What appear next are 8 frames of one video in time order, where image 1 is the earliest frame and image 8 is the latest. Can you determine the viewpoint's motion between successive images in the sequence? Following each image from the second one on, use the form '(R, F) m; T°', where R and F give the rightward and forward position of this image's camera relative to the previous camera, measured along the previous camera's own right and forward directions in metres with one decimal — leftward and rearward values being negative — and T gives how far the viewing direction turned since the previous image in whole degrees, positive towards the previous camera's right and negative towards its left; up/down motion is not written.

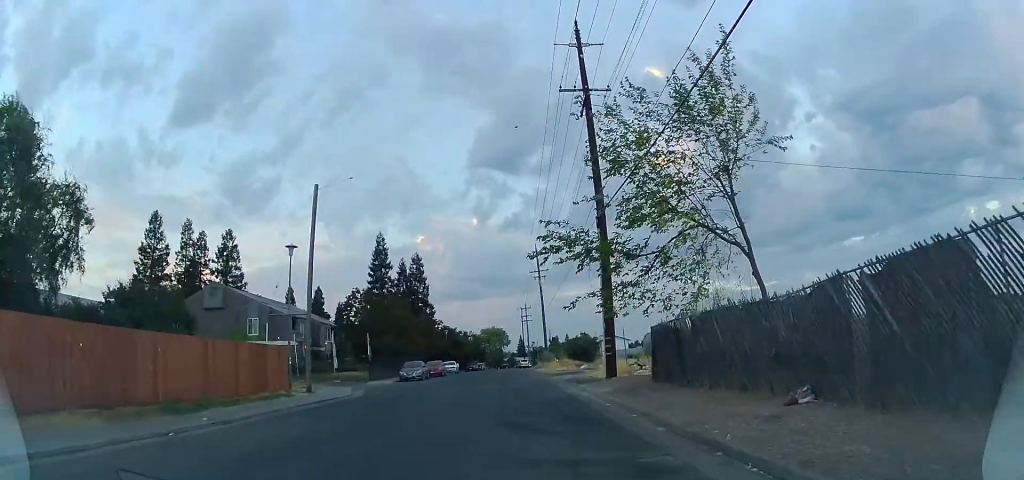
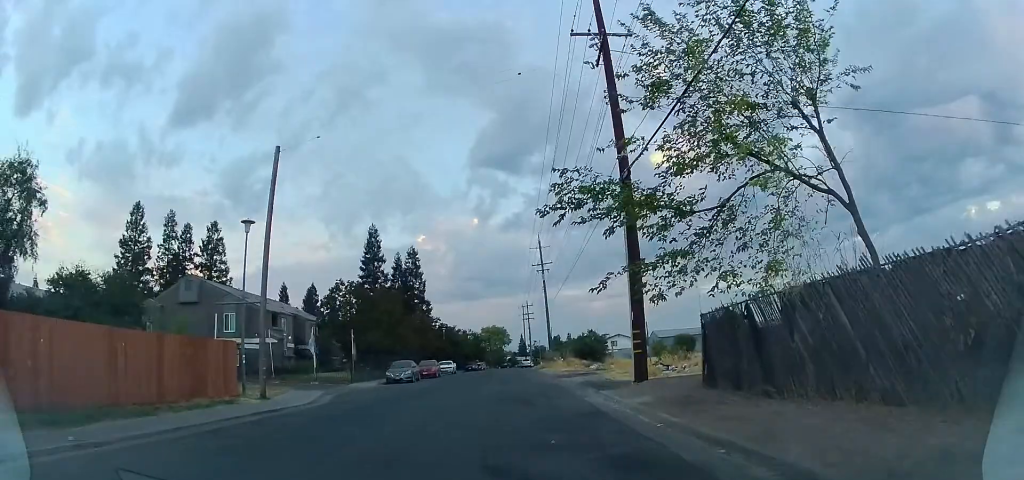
(0.0, +4.6) m; 0°
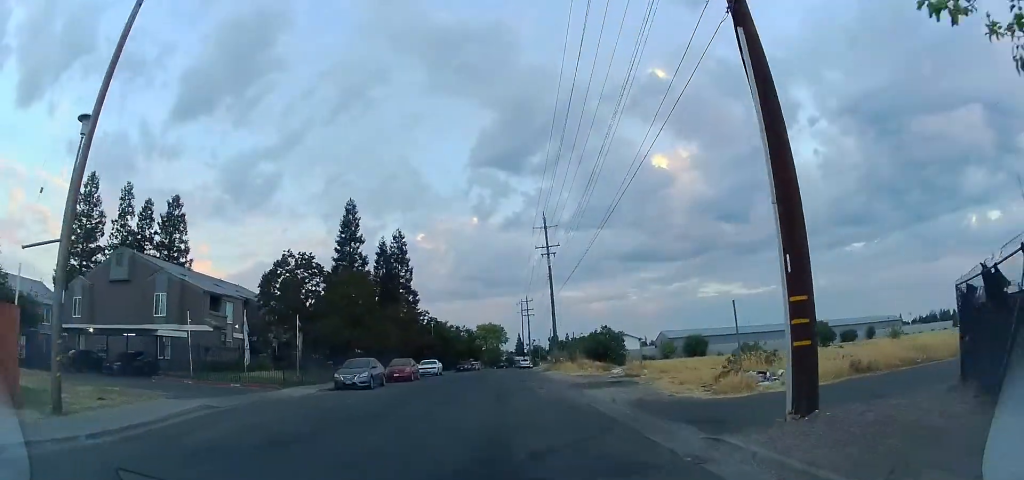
(0.0, +10.0) m; 0°
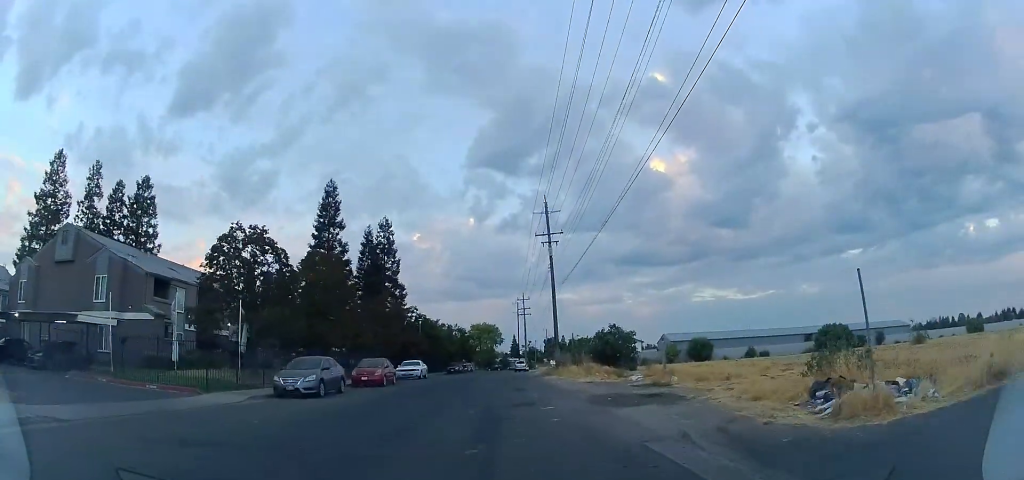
(0.0, +6.1) m; 0°
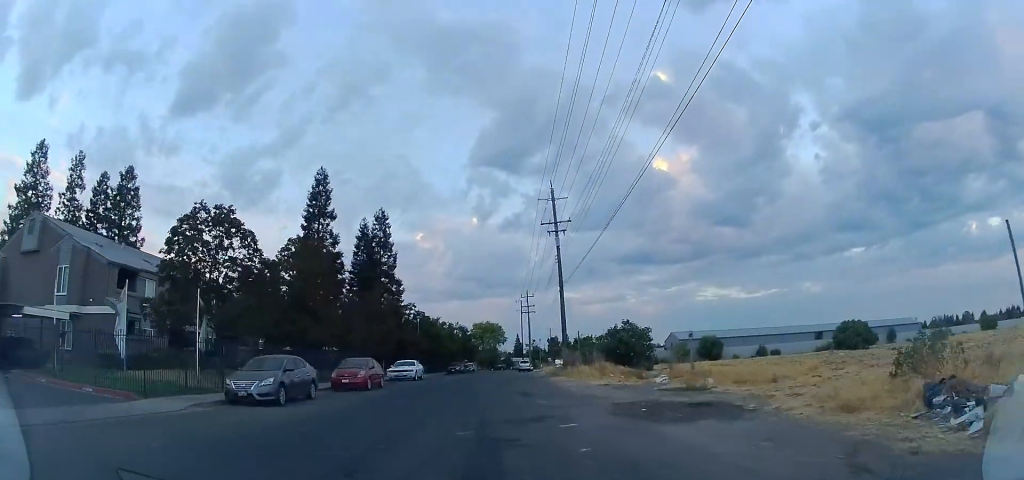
(0.0, +3.7) m; 0°
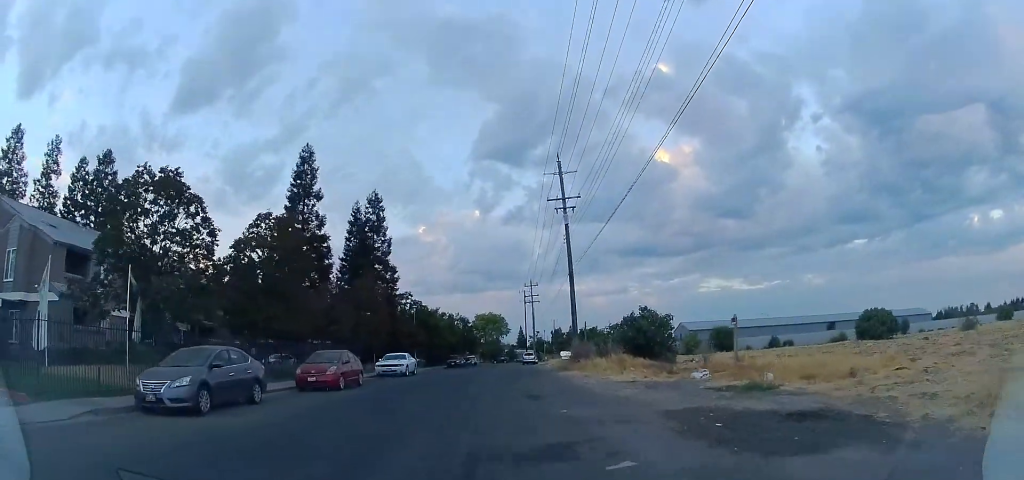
(0.0, +4.4) m; 0°
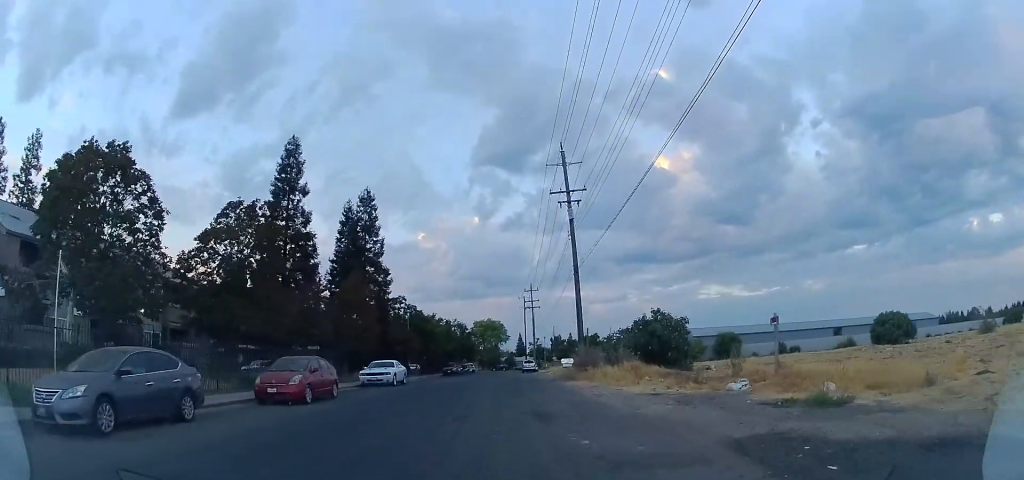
(0.0, +3.3) m; 0°
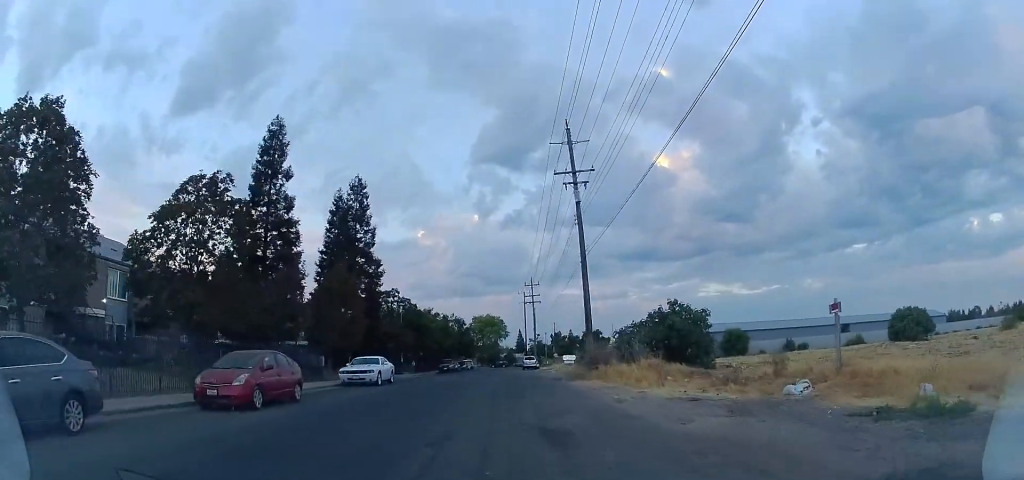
(0.0, +3.5) m; +1°
